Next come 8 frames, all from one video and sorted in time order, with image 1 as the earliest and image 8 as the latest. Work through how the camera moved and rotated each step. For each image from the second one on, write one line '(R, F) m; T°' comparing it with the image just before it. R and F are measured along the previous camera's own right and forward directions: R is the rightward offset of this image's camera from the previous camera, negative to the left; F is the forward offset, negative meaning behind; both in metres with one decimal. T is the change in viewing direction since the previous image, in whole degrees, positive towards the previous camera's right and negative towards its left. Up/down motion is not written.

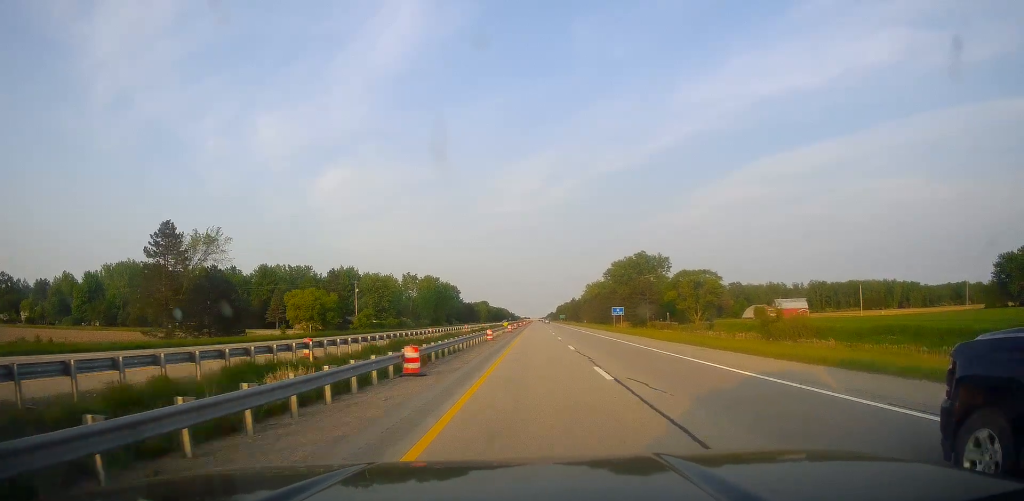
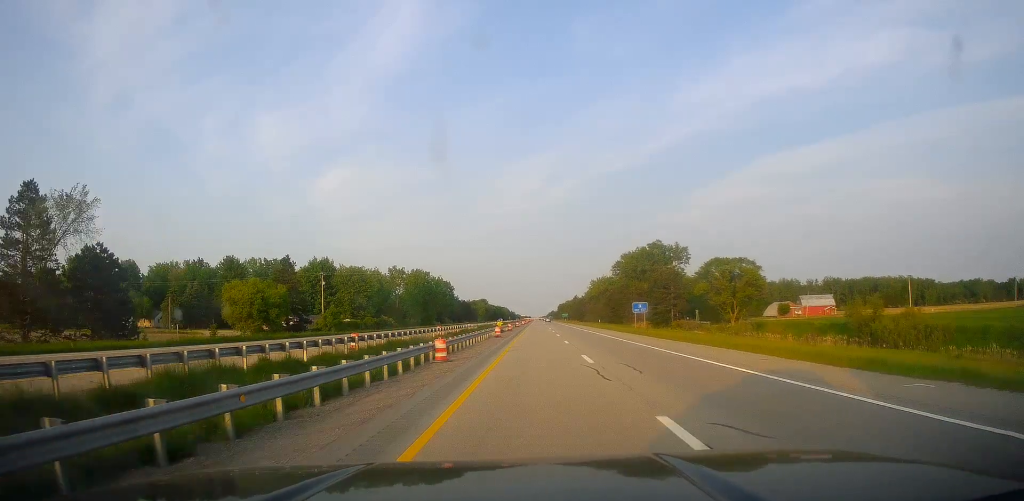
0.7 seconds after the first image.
(-0.3, +25.4) m; -1°
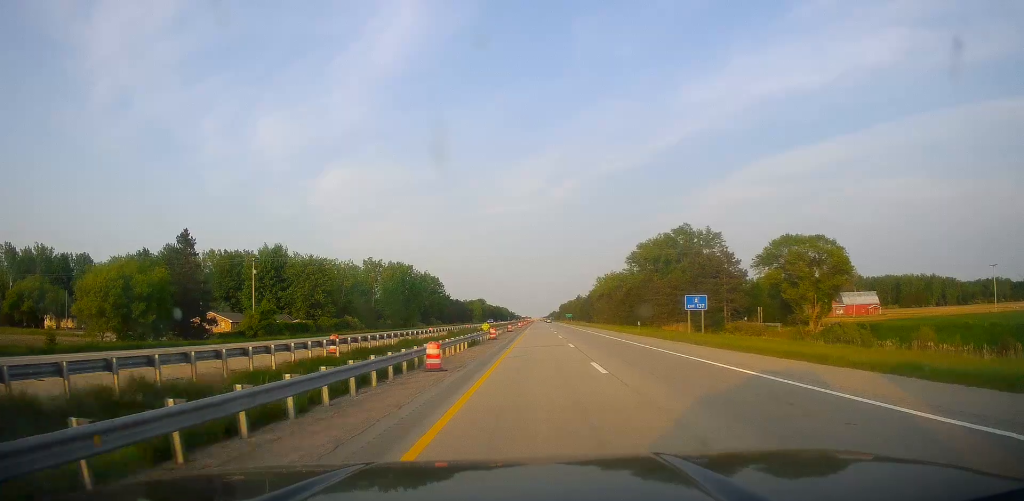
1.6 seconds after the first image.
(-0.2, +33.8) m; 0°
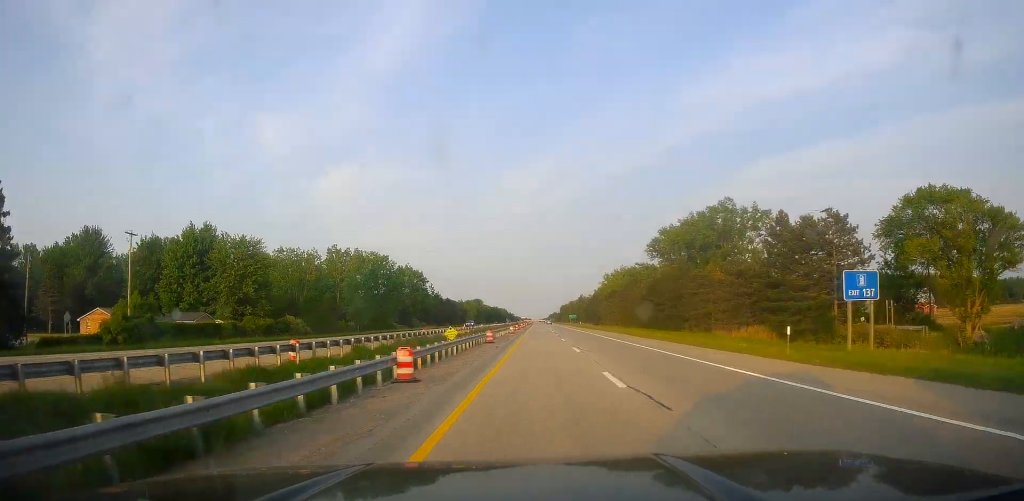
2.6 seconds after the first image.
(+0.2, +33.7) m; +1°
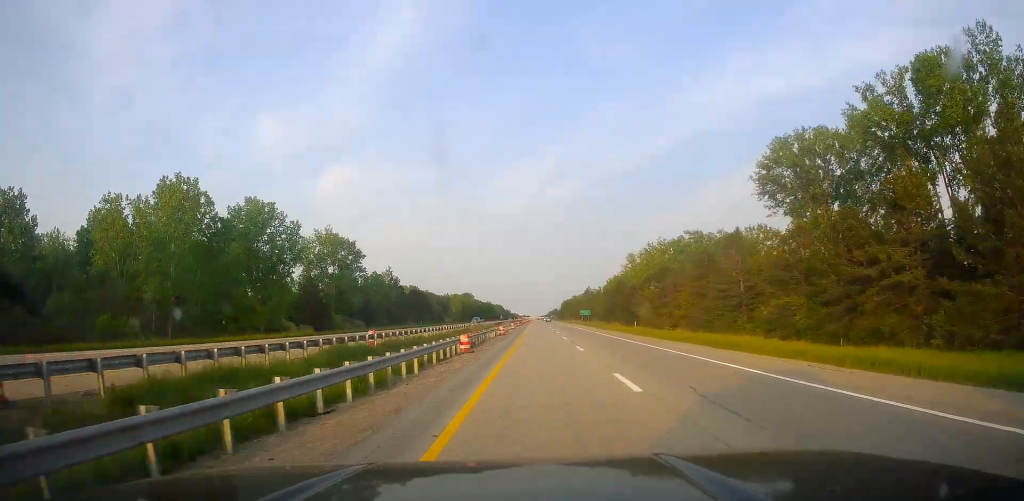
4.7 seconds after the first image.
(+0.6, +77.1) m; 0°
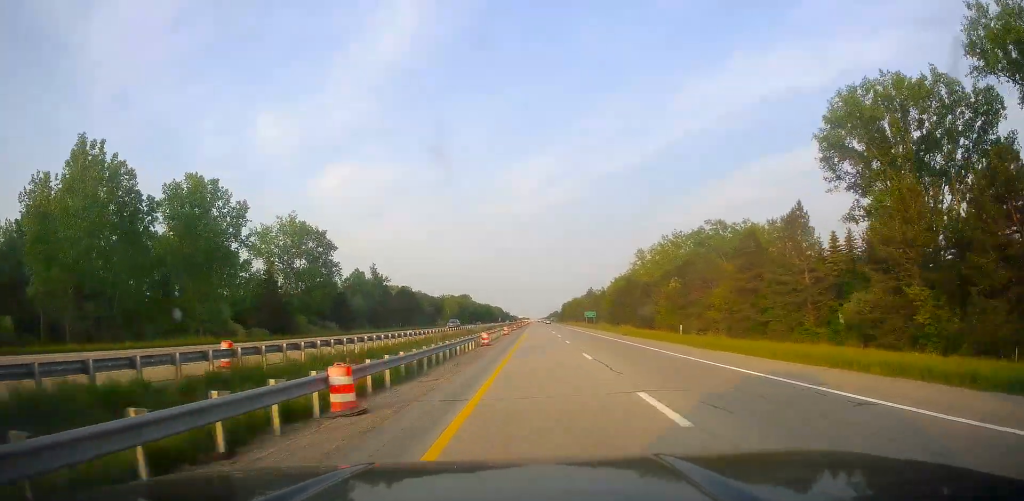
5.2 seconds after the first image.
(0.0, +19.2) m; 0°
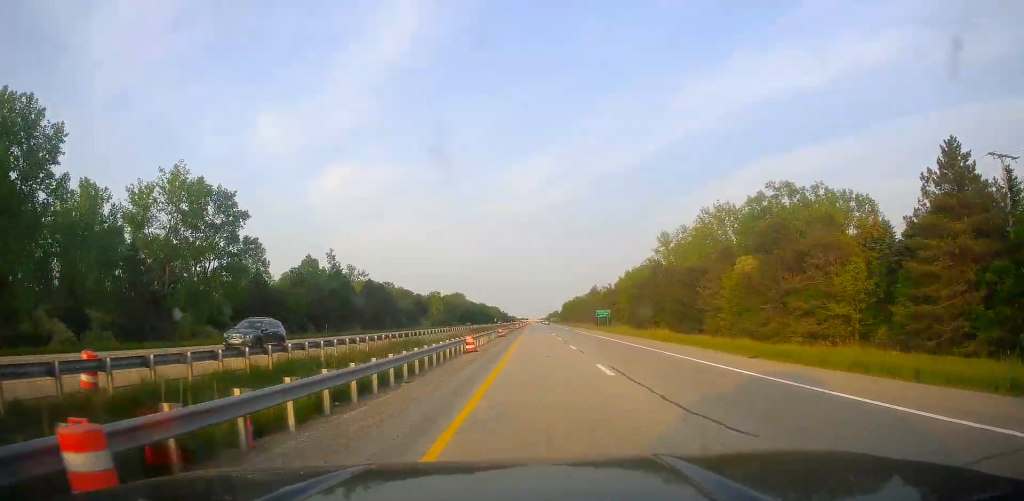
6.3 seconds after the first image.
(-0.4, +37.1) m; 0°
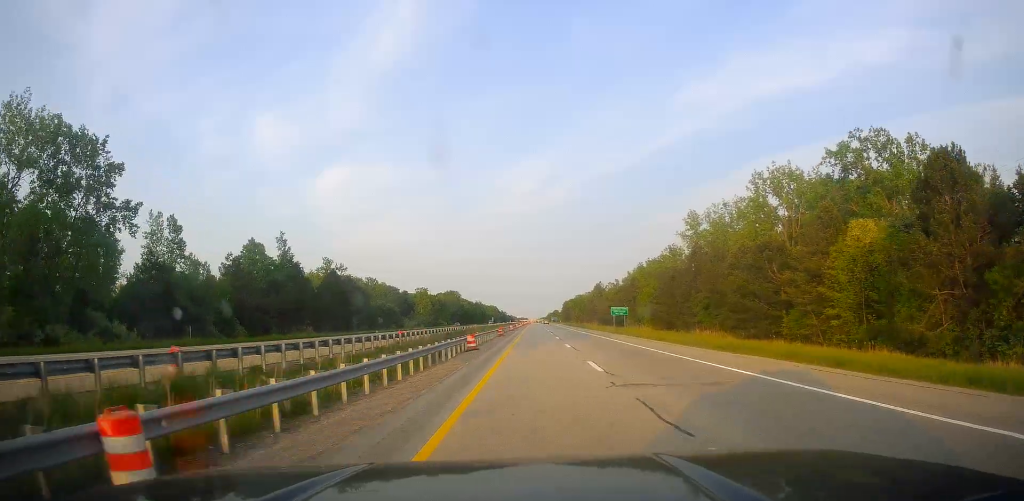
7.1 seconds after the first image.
(+0.4, +28.7) m; 0°
